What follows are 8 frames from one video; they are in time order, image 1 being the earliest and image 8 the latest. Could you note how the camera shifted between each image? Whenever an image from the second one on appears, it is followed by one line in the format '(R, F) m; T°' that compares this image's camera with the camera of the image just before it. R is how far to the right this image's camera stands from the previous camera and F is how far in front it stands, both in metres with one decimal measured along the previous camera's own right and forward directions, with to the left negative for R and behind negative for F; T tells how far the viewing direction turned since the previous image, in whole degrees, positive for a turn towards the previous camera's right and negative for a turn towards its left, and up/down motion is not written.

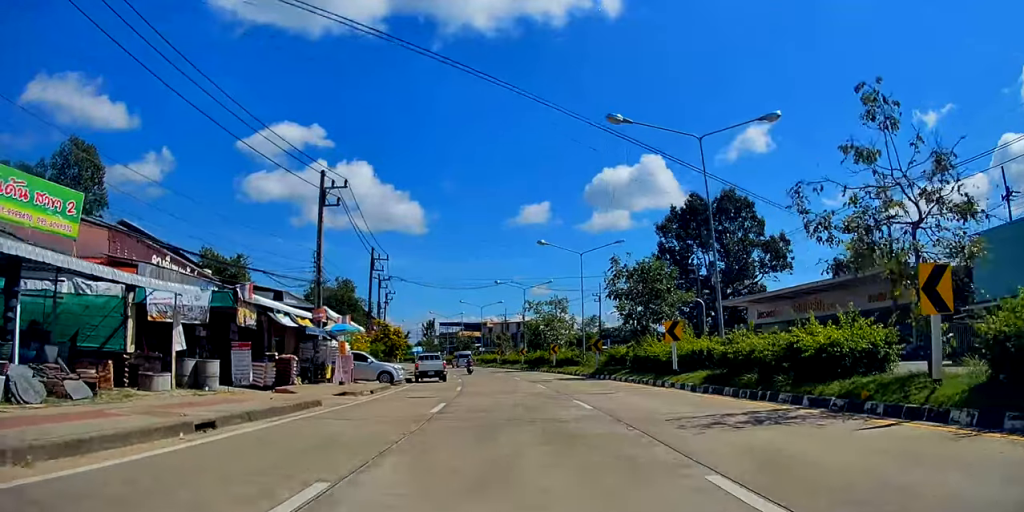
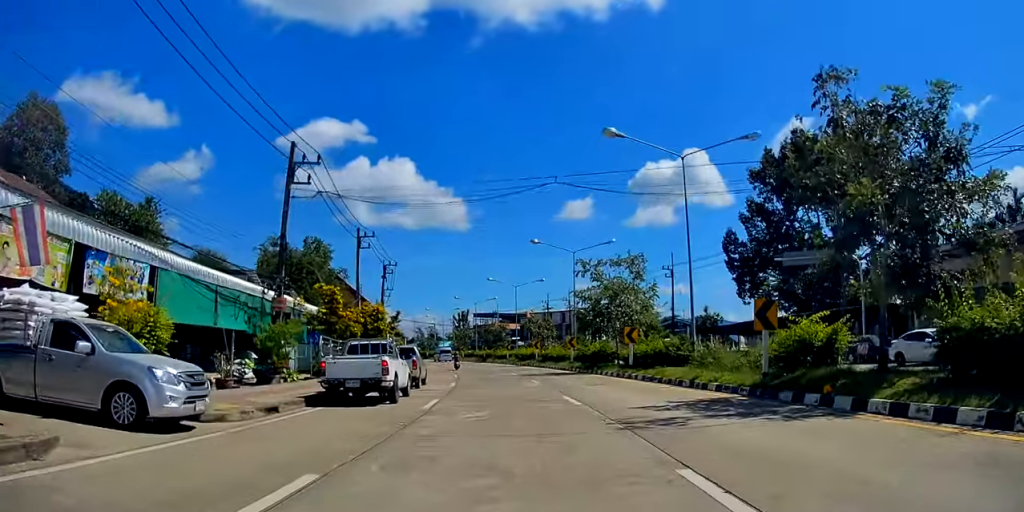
(-0.7, +23.5) m; -3°
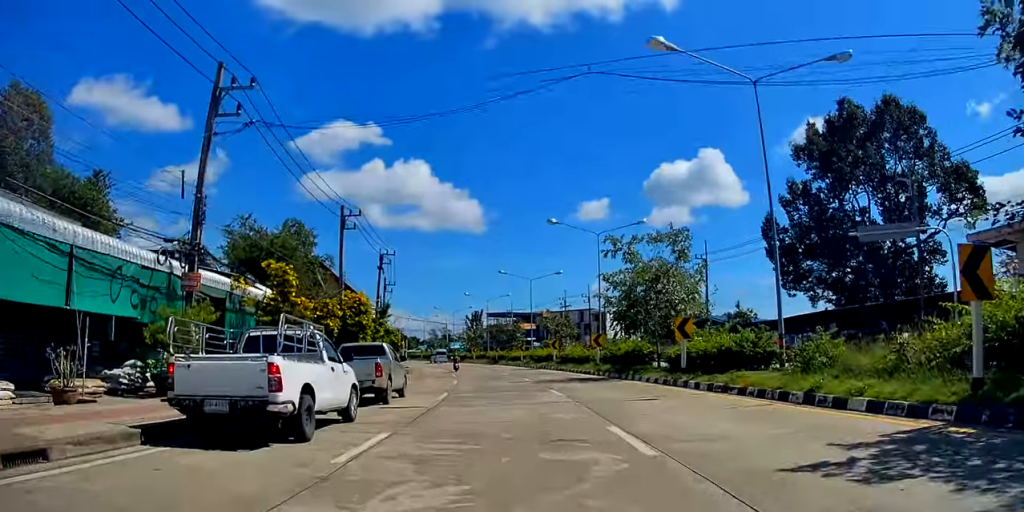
(0.0, +7.7) m; -1°
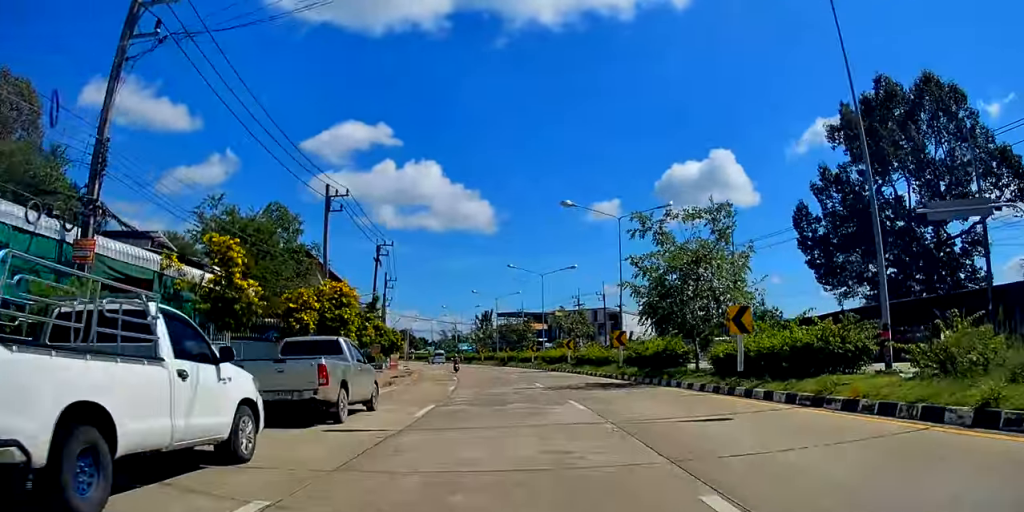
(0.0, +5.4) m; -1°
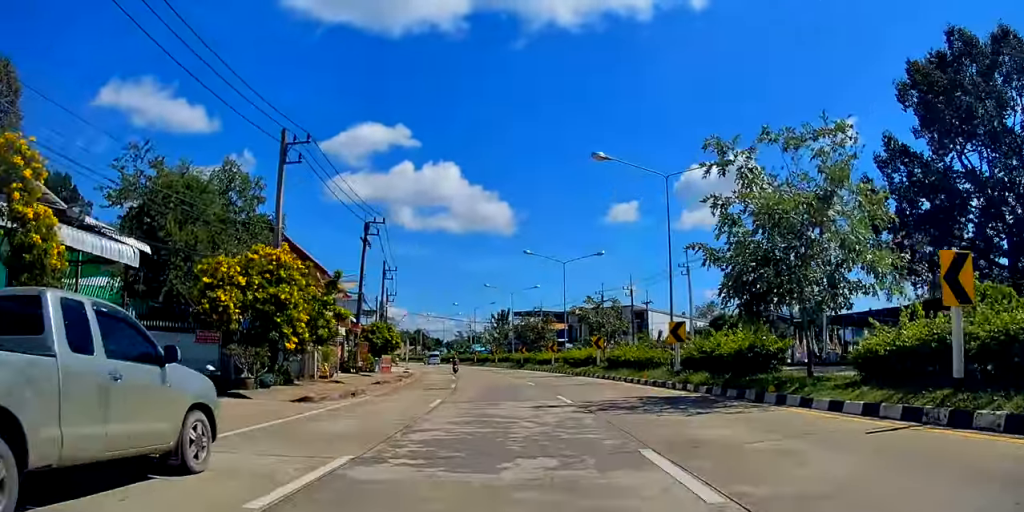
(-0.1, +9.2) m; -2°
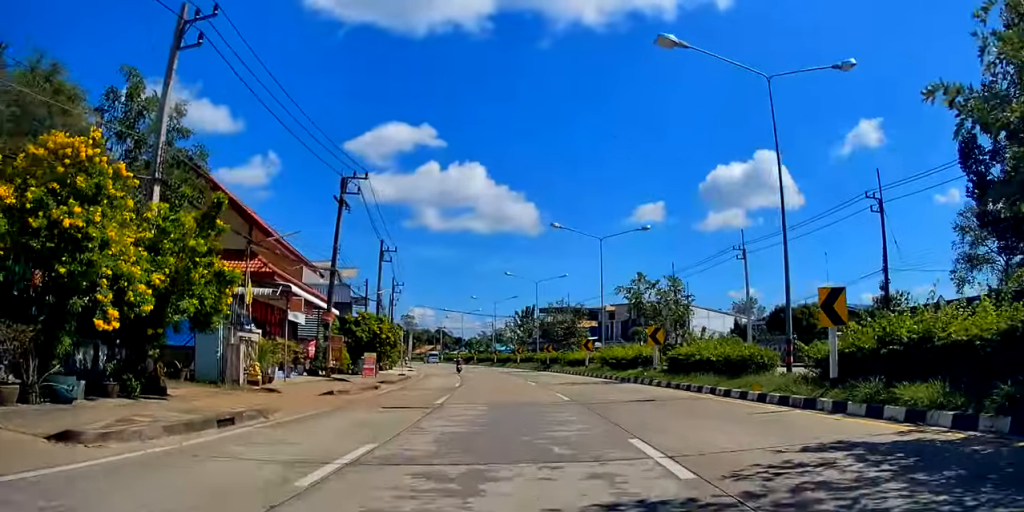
(-0.2, +10.8) m; -2°
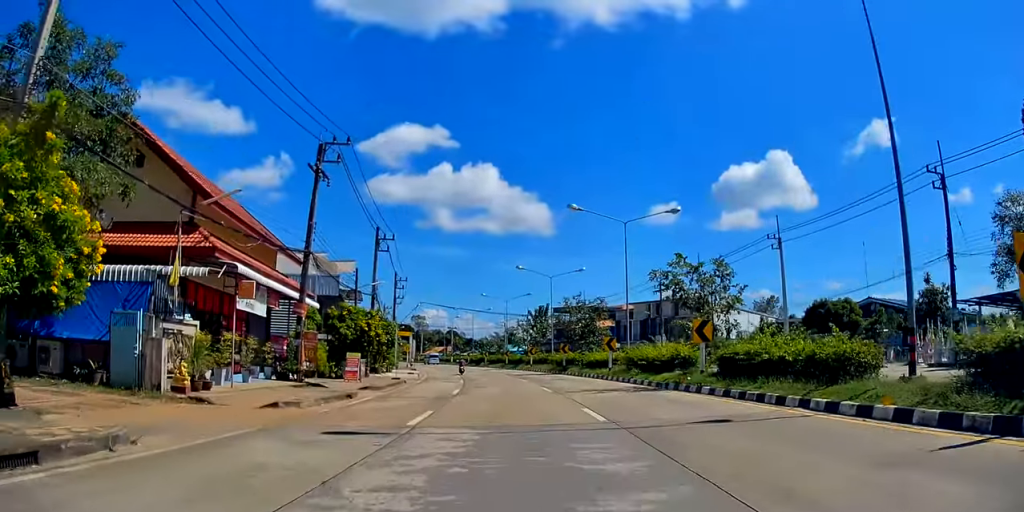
(0.0, +5.9) m; -1°
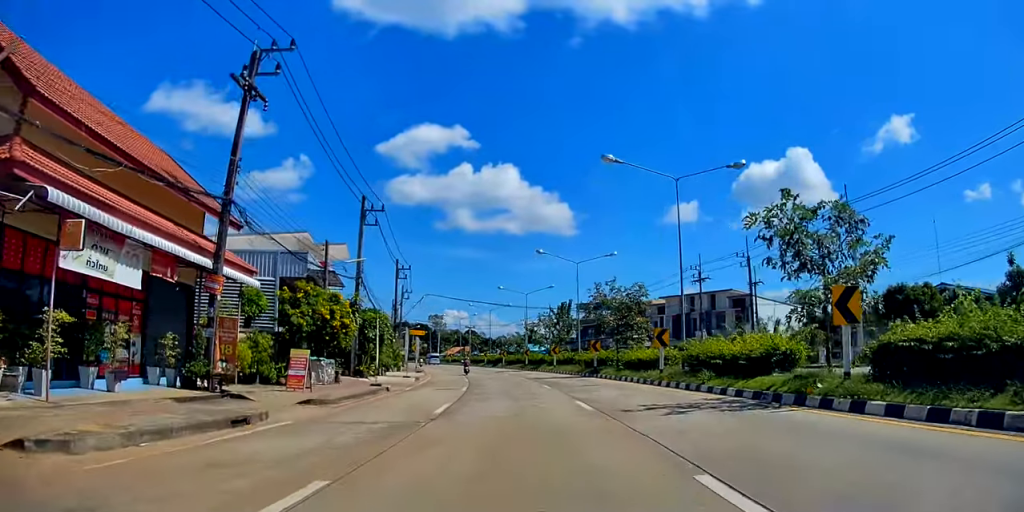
(0.0, +8.9) m; -2°
